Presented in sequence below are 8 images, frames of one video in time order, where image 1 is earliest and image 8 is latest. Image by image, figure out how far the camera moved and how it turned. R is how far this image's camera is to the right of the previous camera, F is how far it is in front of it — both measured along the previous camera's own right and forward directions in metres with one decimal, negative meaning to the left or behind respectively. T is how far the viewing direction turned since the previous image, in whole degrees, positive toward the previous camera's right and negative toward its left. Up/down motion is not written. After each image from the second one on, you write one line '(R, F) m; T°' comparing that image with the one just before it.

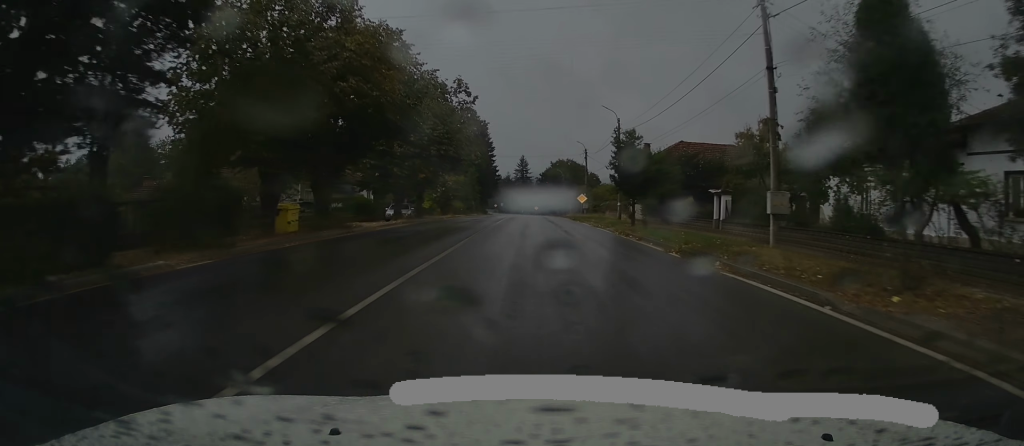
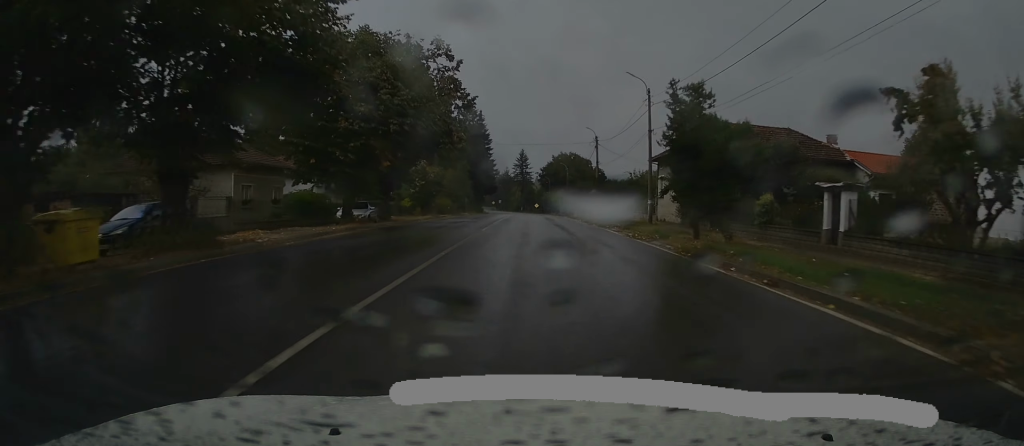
(+0.1, +11.2) m; 0°
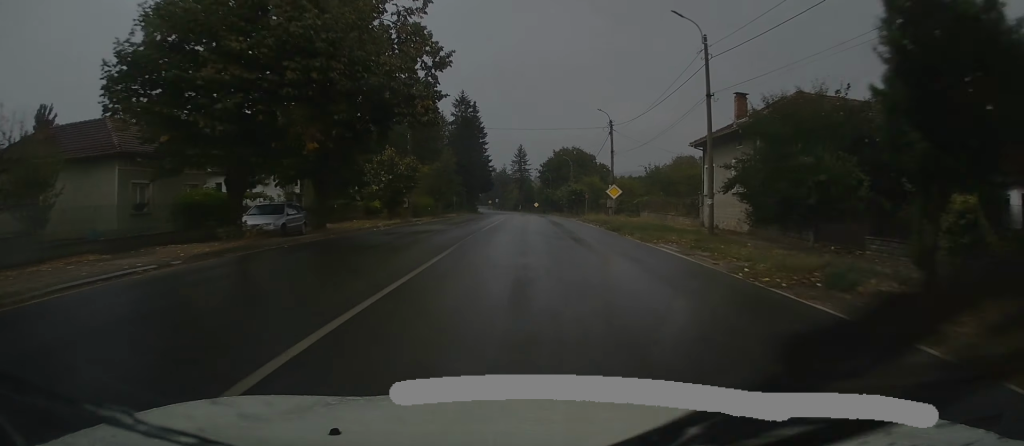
(0.0, +11.3) m; 0°
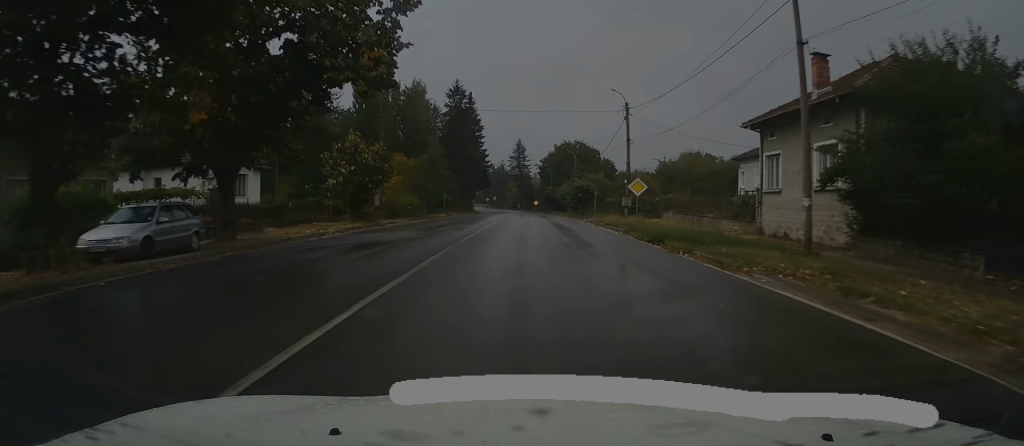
(0.0, +8.1) m; 0°
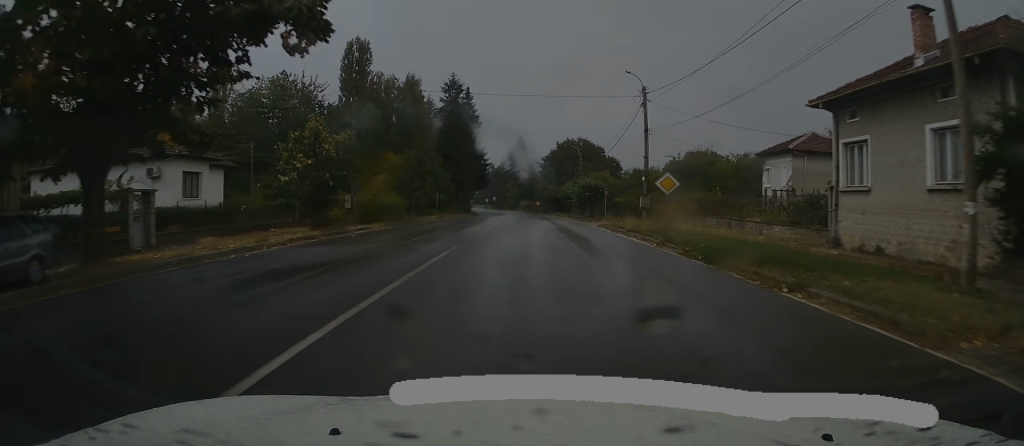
(0.0, +6.1) m; 0°
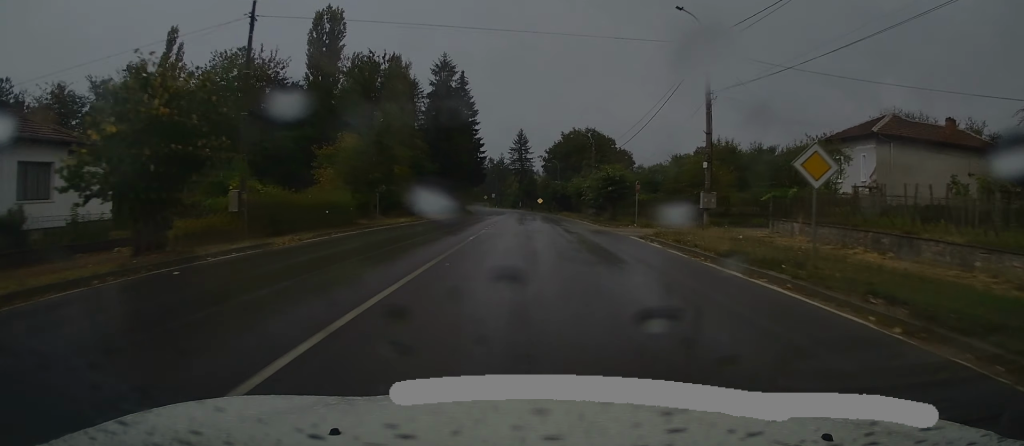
(-0.1, +12.2) m; 0°
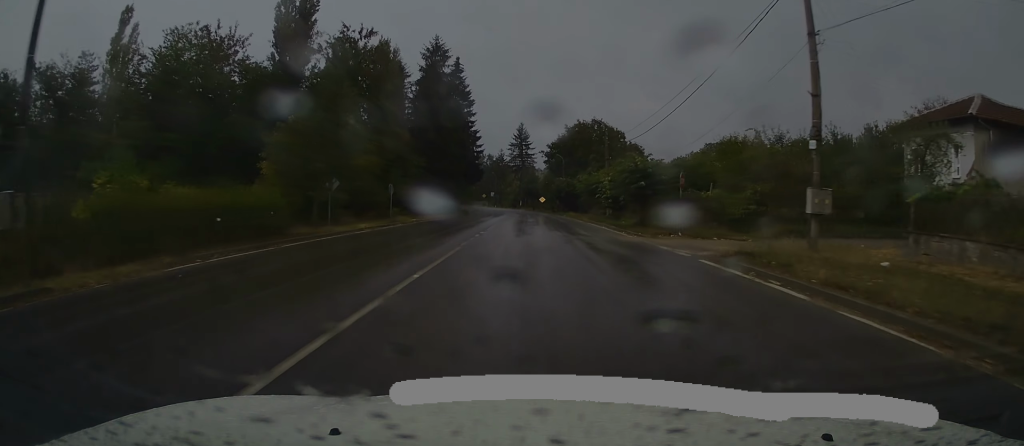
(0.0, +9.2) m; 0°
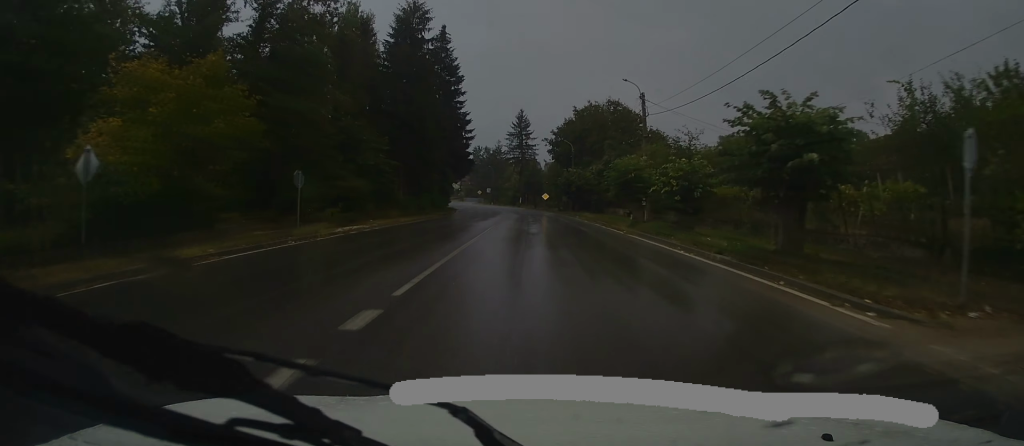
(+0.1, +16.2) m; 0°
